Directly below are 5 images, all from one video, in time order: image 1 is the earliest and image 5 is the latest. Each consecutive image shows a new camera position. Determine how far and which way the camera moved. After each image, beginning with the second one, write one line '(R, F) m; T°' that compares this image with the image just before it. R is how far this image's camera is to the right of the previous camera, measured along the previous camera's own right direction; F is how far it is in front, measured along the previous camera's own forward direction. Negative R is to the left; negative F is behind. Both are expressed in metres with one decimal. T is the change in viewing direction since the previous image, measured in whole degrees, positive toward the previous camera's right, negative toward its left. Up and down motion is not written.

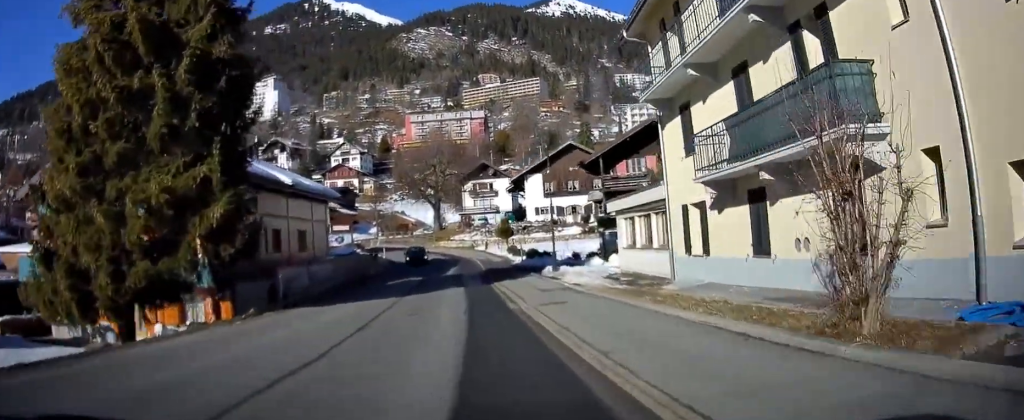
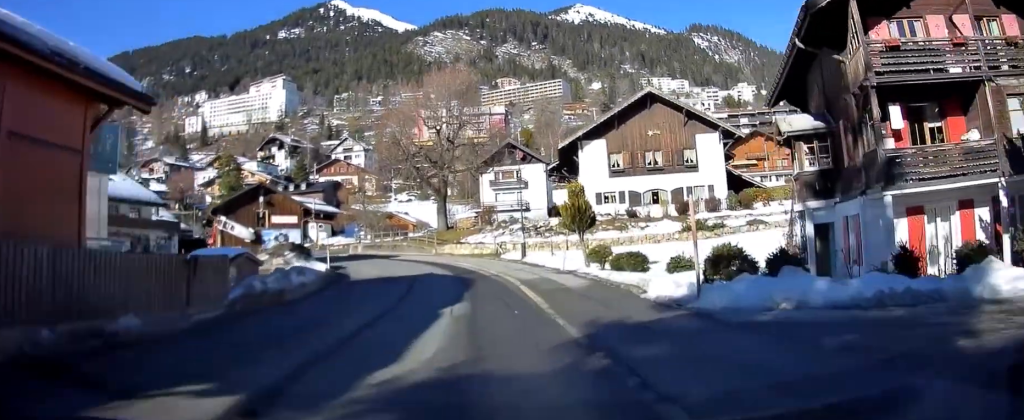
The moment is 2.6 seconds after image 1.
(+0.4, +26.8) m; 0°
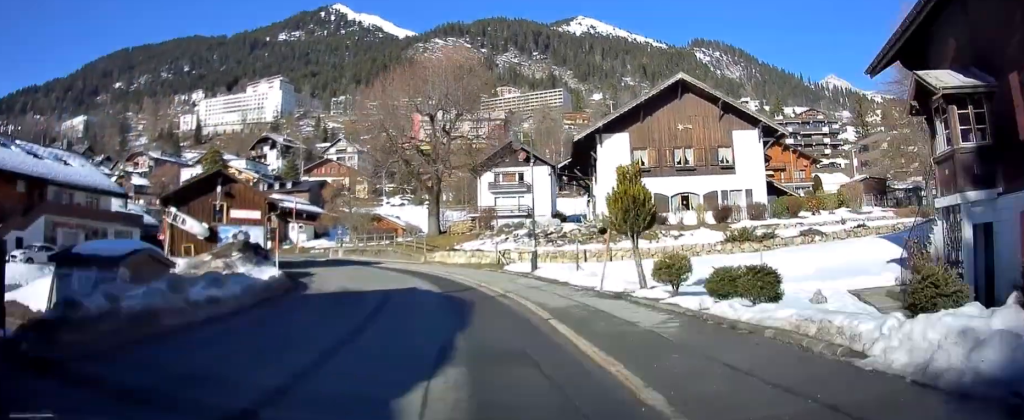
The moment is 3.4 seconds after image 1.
(-0.1, +7.1) m; -1°
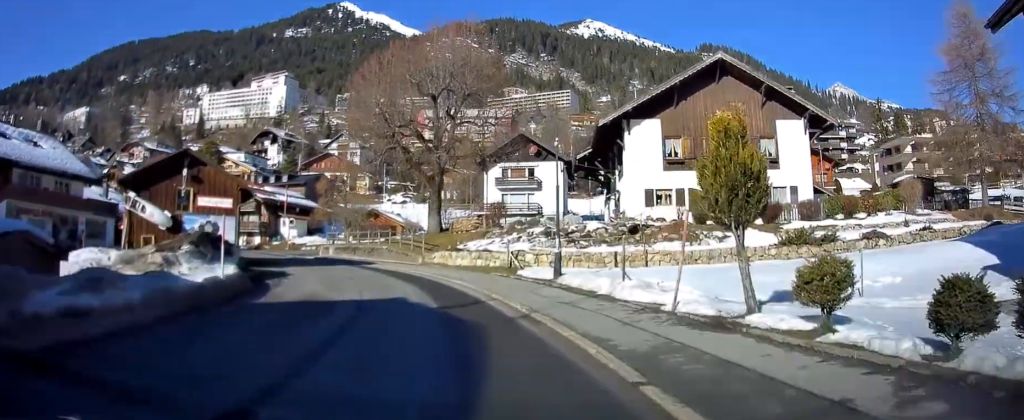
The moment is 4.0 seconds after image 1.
(+0.1, +5.5) m; -1°
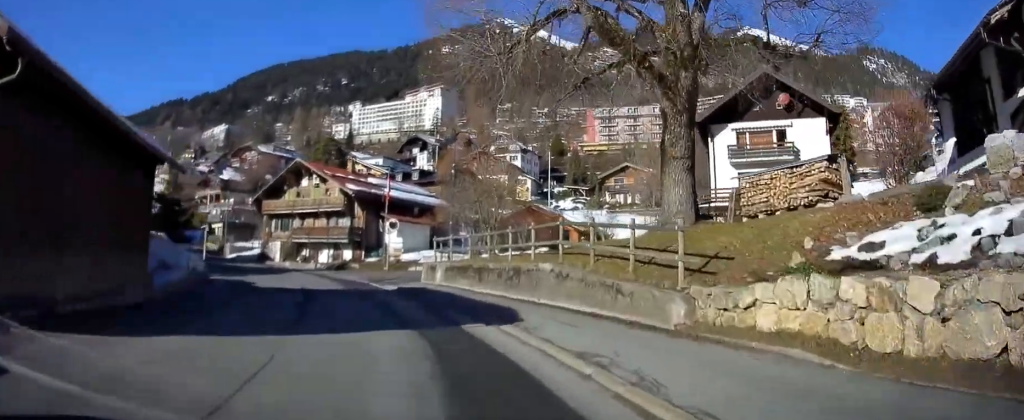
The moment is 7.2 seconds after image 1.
(-2.6, +26.1) m; -16°
